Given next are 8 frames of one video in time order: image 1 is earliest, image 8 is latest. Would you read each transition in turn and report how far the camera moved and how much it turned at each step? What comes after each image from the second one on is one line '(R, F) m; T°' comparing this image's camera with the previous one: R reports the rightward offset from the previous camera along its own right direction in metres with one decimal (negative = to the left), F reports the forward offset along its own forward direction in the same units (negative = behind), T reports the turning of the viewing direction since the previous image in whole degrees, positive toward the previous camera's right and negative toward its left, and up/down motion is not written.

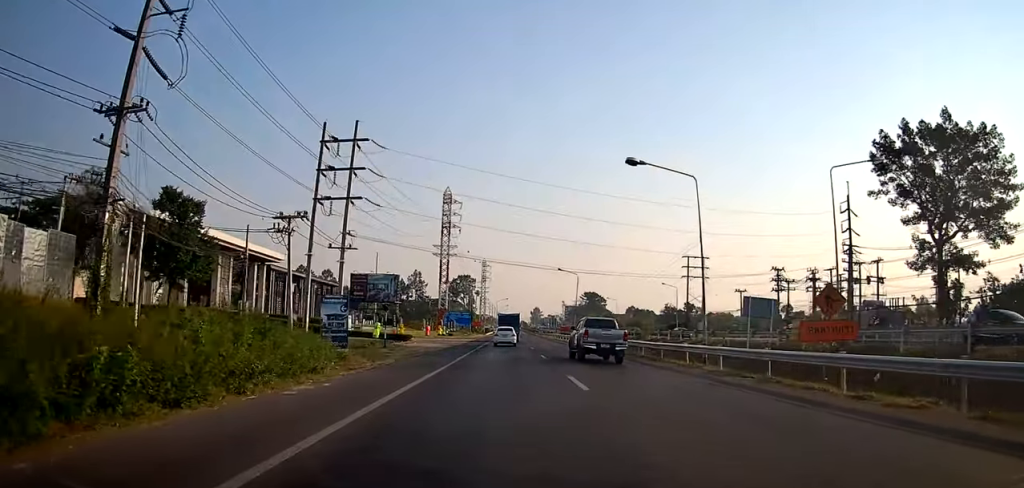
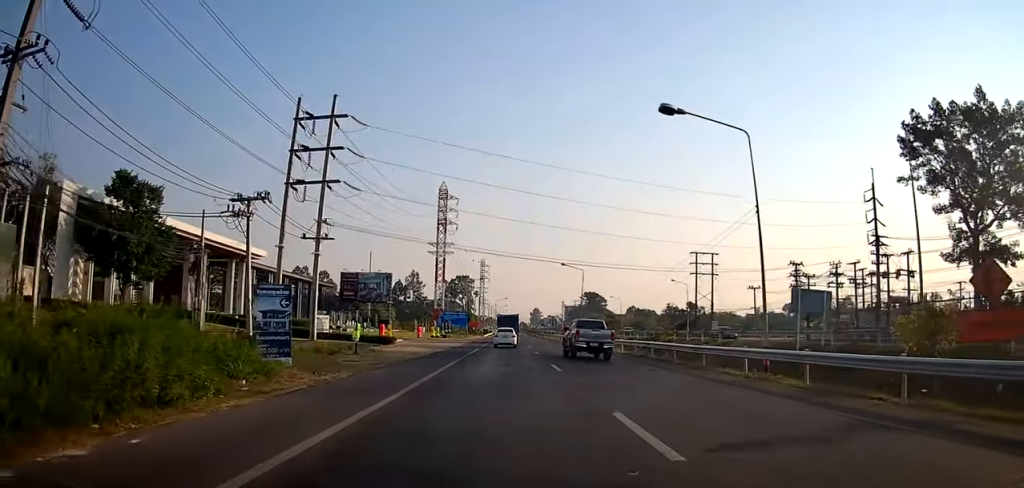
(0.0, +6.3) m; +1°
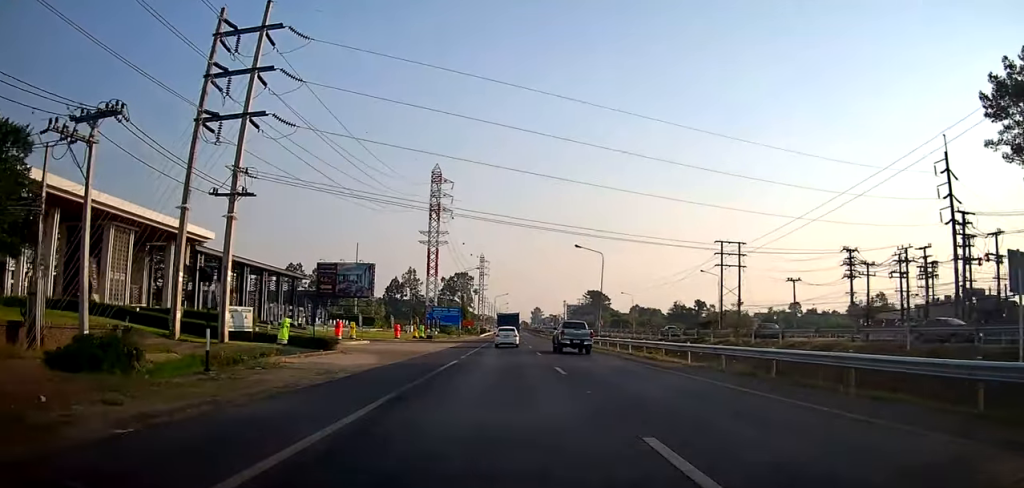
(+0.2, +14.1) m; +2°
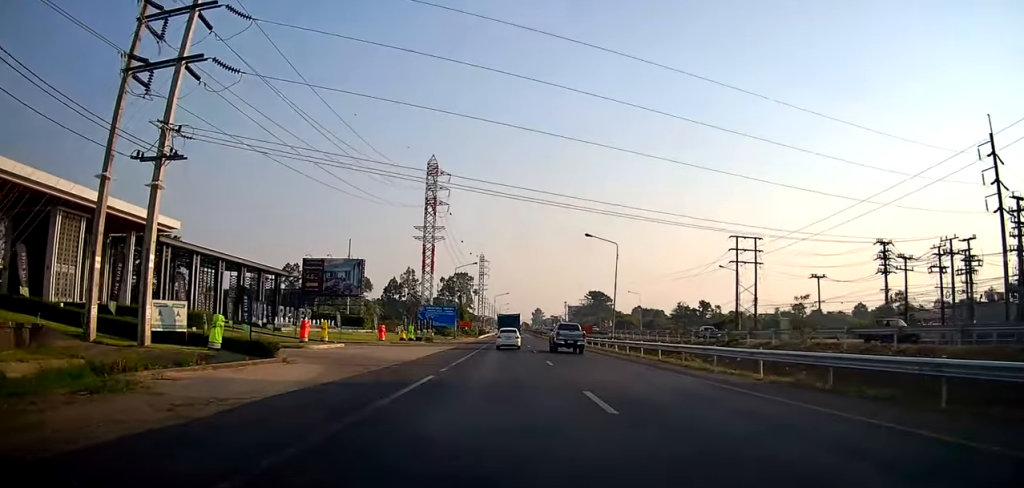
(+0.3, +7.1) m; 0°
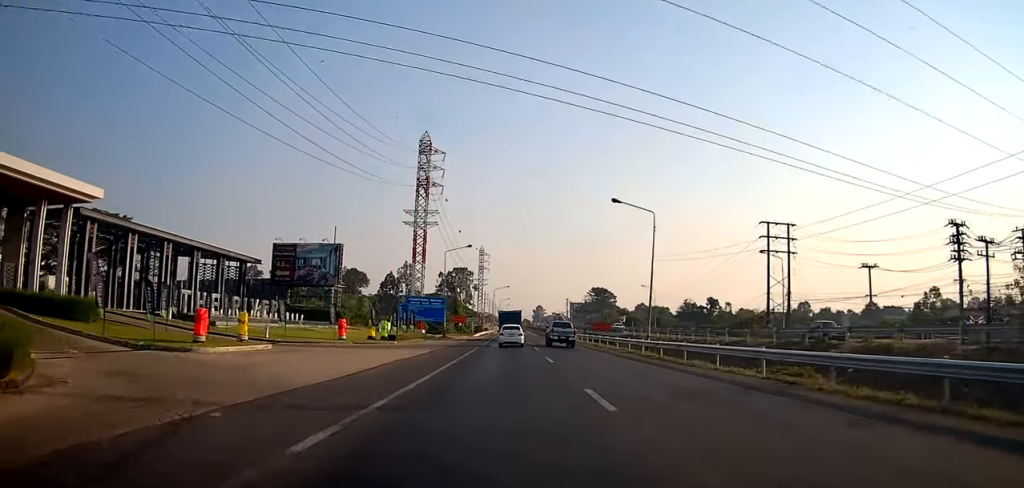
(-0.2, +12.0) m; -1°
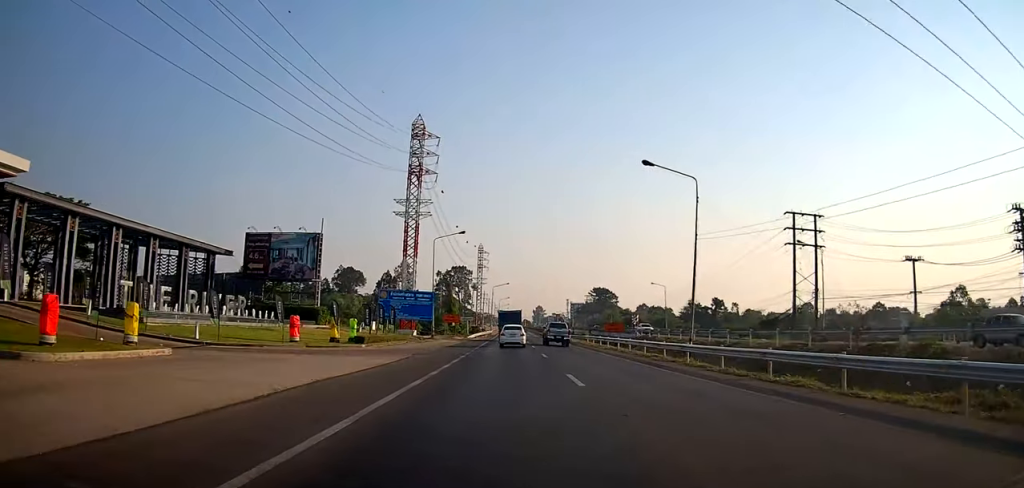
(-0.1, +8.4) m; -1°
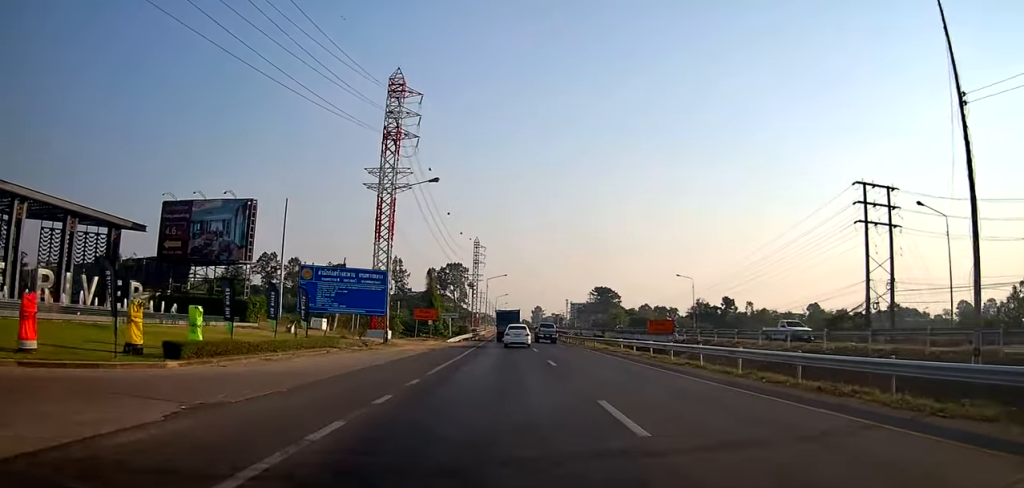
(0.0, +17.9) m; 0°
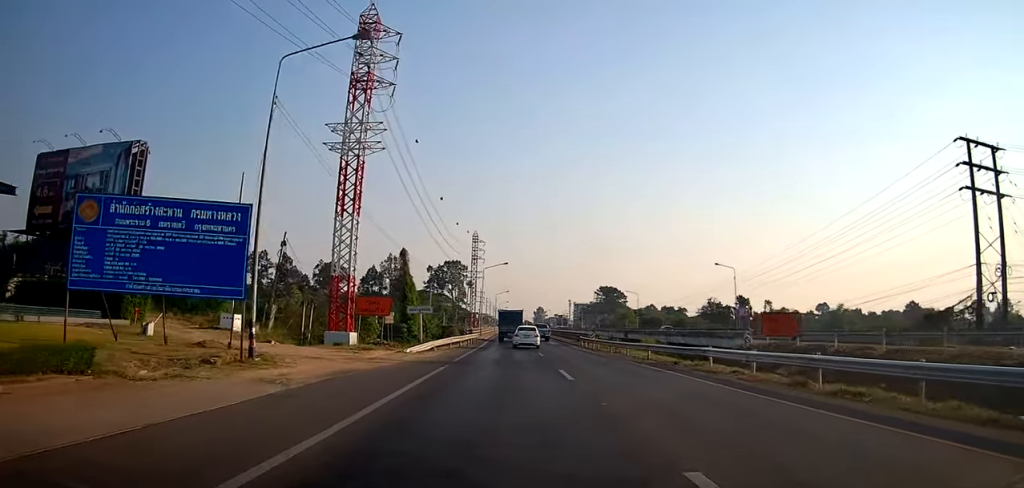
(+0.1, +17.0) m; +1°
